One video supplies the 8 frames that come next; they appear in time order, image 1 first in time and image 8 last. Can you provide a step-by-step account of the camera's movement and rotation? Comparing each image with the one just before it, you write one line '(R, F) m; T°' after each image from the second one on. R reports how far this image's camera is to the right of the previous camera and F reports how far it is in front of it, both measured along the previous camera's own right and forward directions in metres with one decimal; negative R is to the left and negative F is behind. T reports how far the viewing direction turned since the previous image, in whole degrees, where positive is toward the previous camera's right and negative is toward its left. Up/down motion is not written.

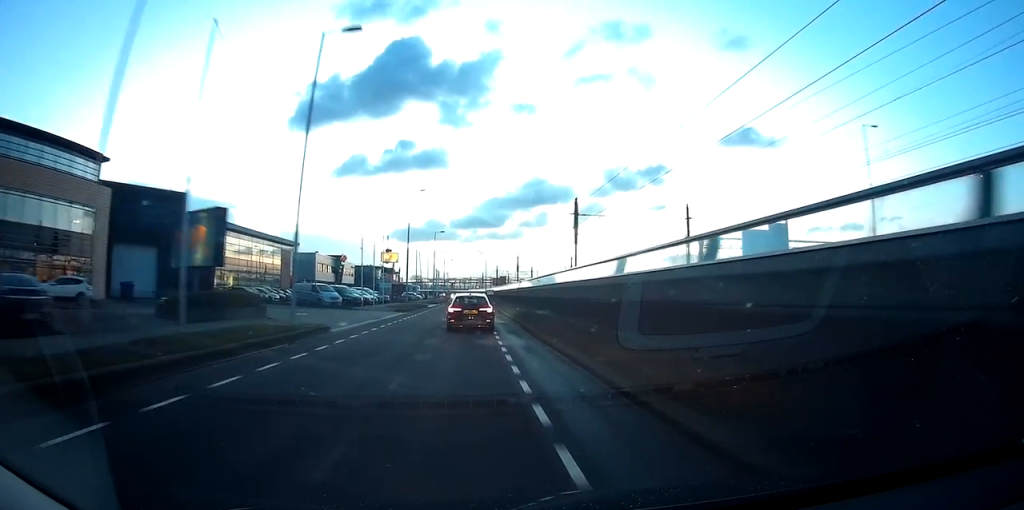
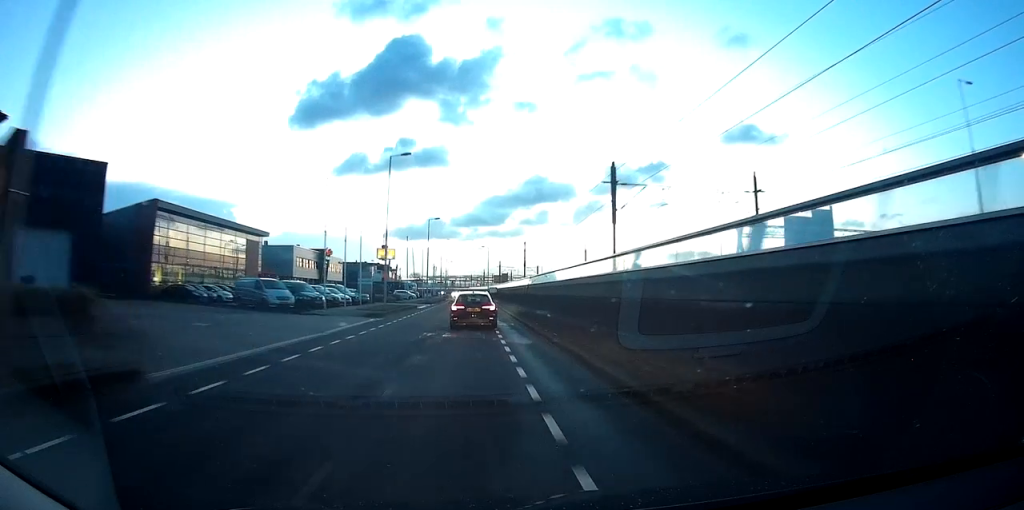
(-0.3, +13.0) m; 0°
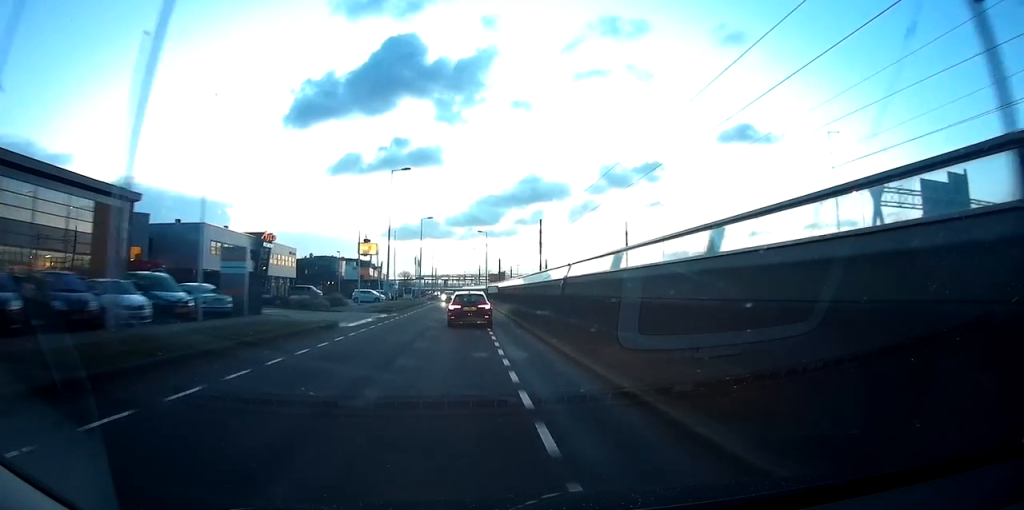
(+0.2, +29.3) m; 0°
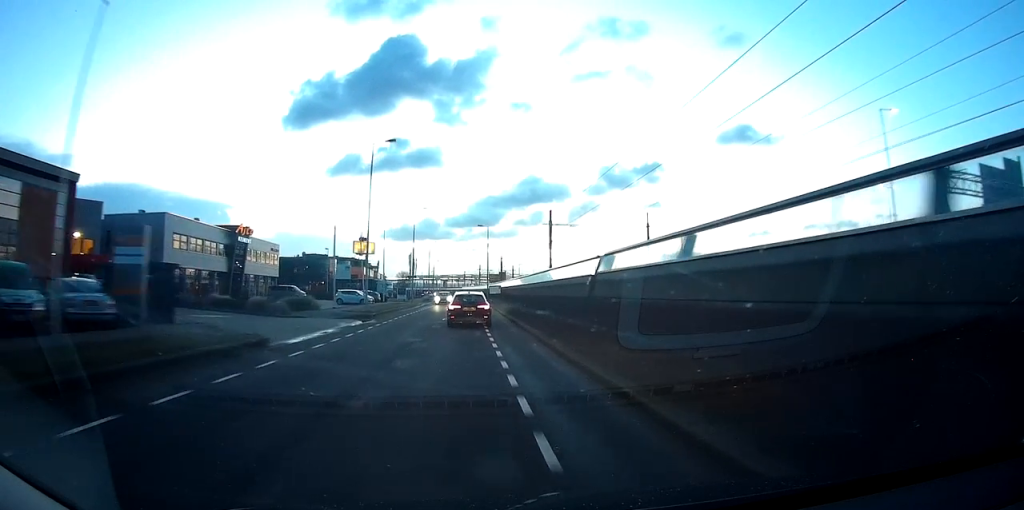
(+0.1, +8.6) m; +1°
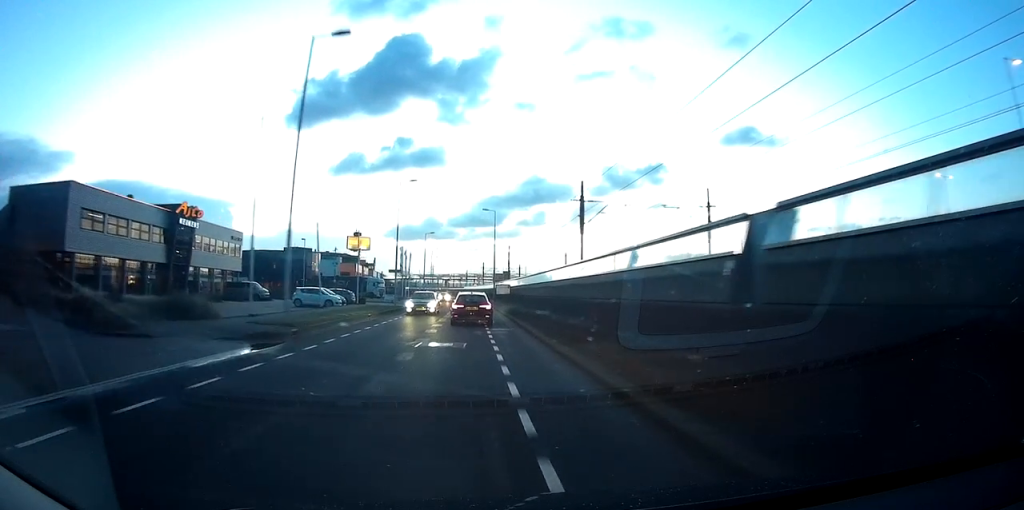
(+0.3, +15.7) m; +2°
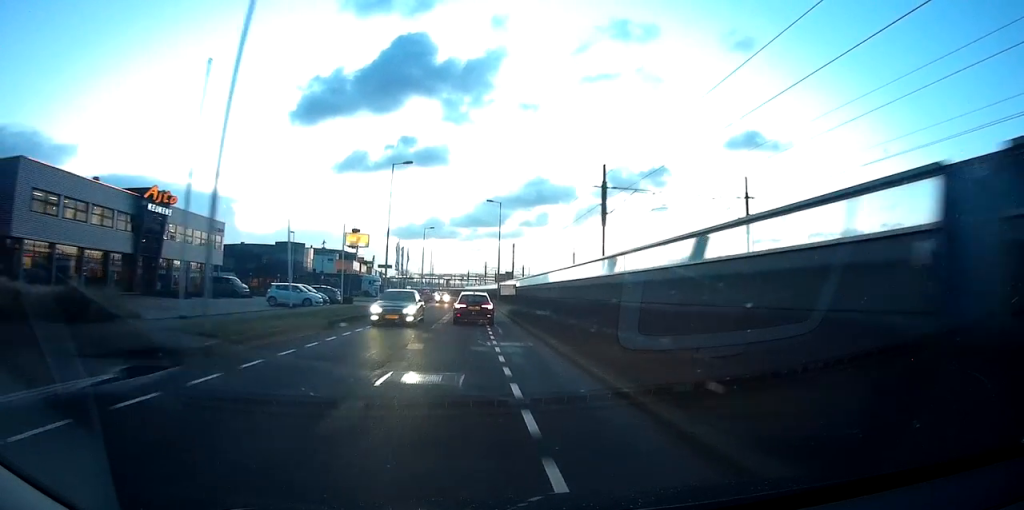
(+0.1, +6.6) m; 0°
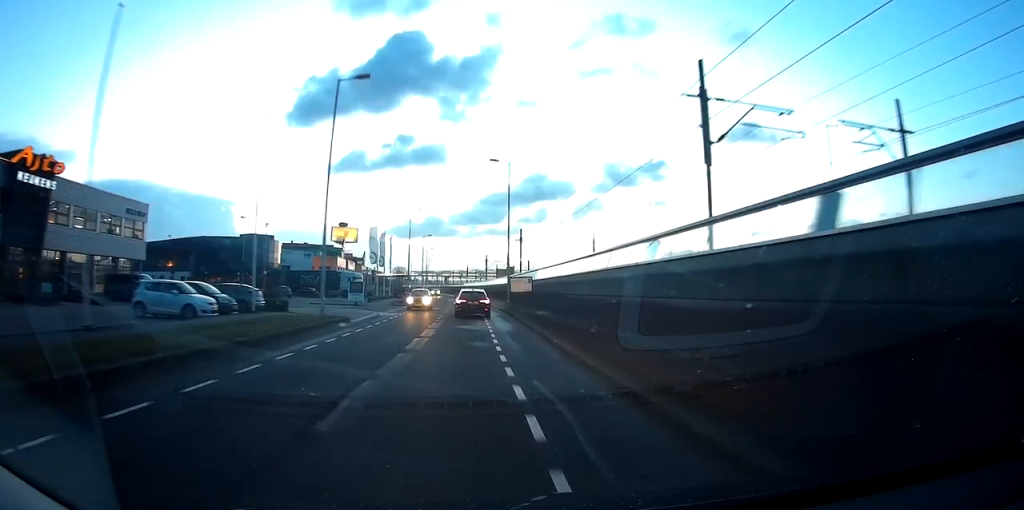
(-0.2, +13.3) m; -1°
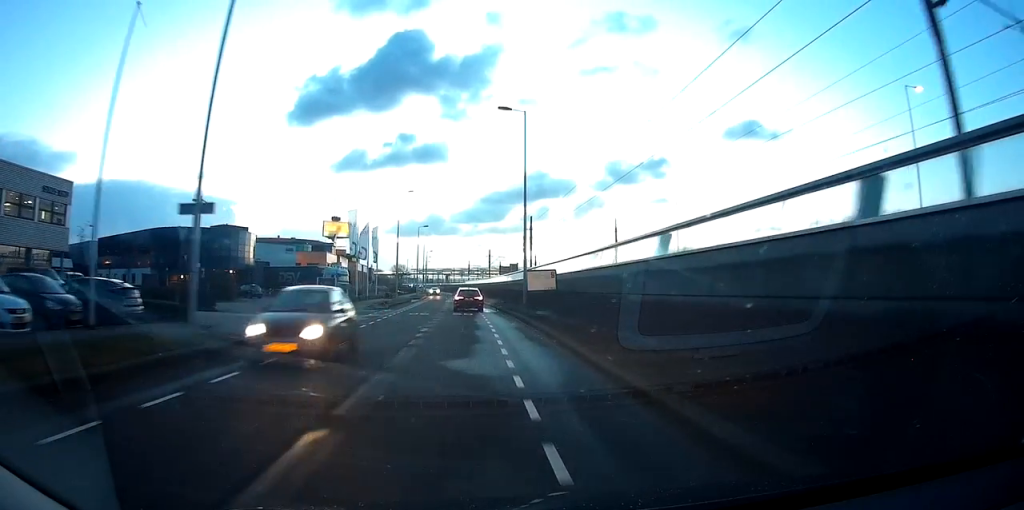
(0.0, +10.3) m; 0°
